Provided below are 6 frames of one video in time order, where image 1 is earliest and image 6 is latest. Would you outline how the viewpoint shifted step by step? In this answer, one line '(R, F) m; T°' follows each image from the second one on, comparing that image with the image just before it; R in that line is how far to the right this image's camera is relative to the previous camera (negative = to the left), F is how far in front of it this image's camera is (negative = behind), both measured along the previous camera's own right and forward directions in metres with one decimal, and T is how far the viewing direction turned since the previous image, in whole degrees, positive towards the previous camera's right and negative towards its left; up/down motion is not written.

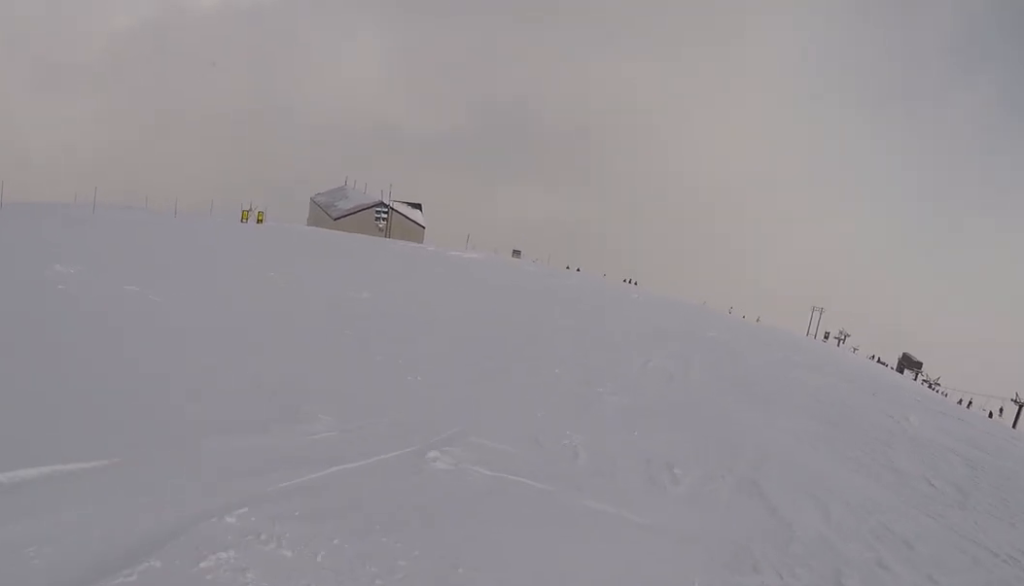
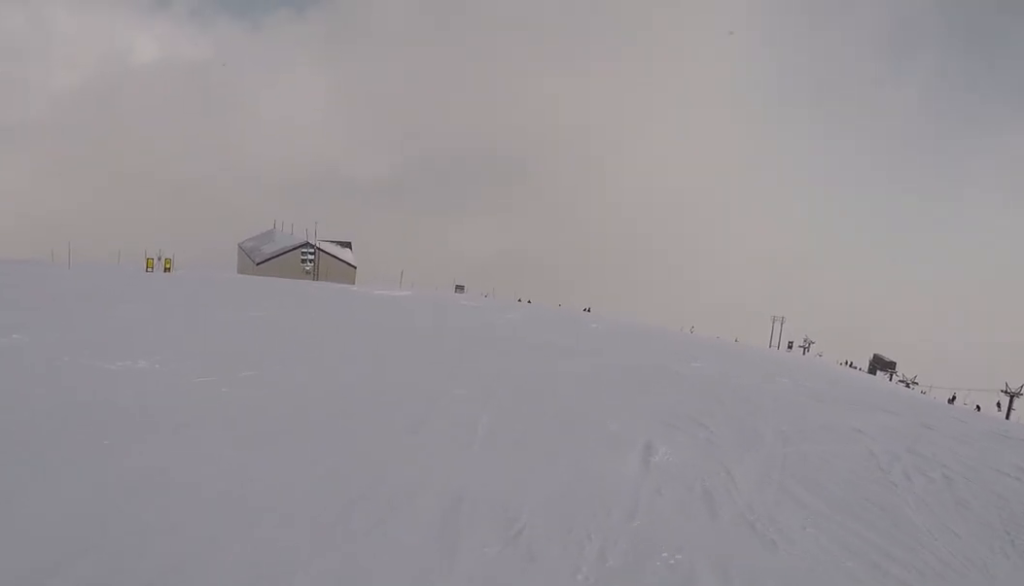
(+0.1, +8.0) m; -1°
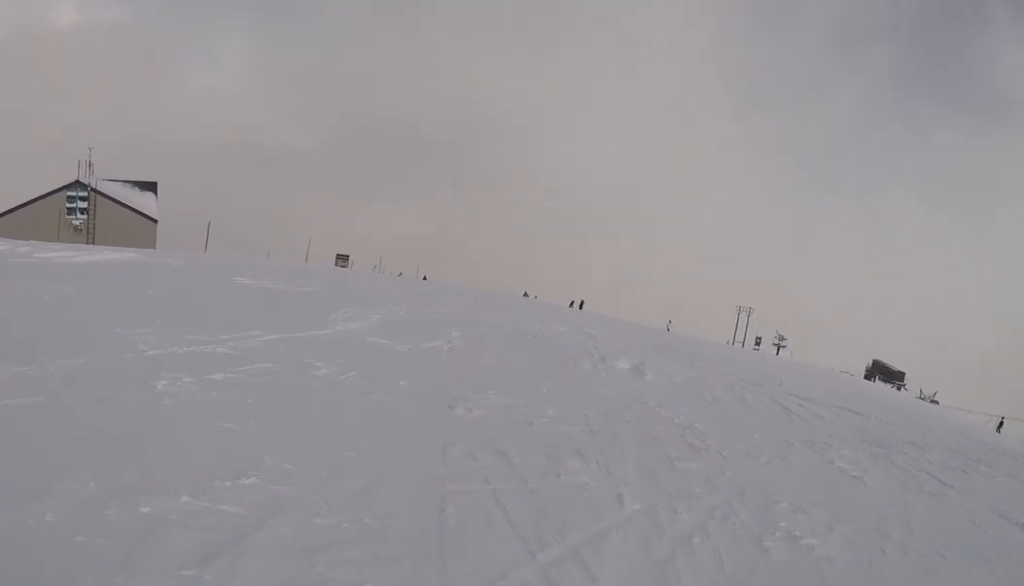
(+0.3, +31.3) m; +2°
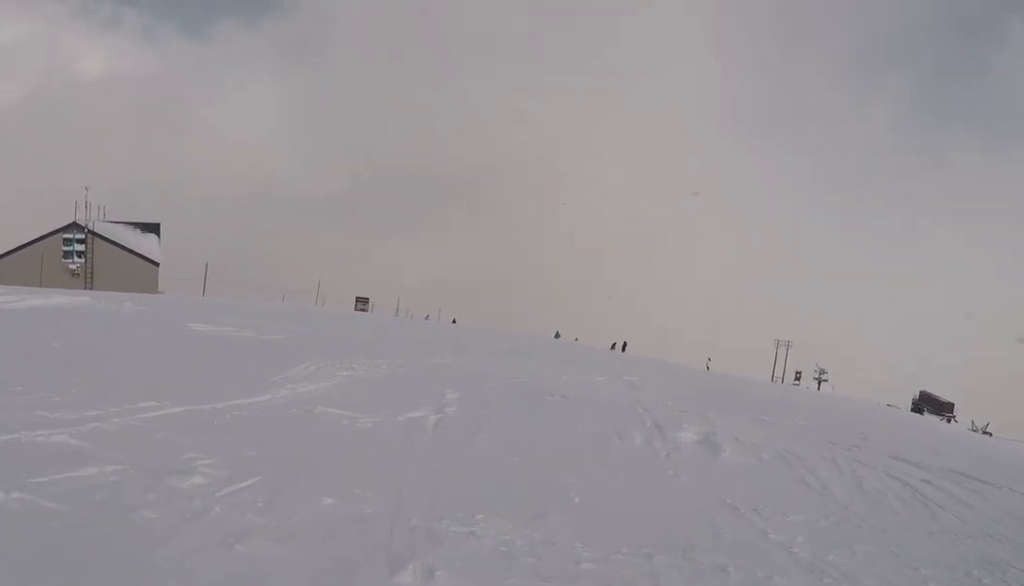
(+0.2, +3.7) m; 0°
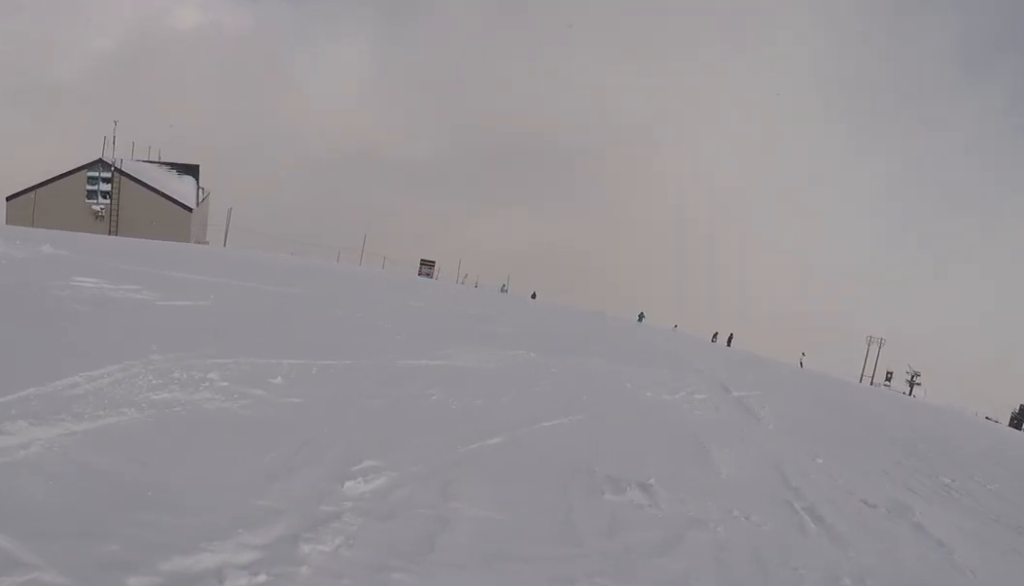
(+1.0, +6.0) m; -1°
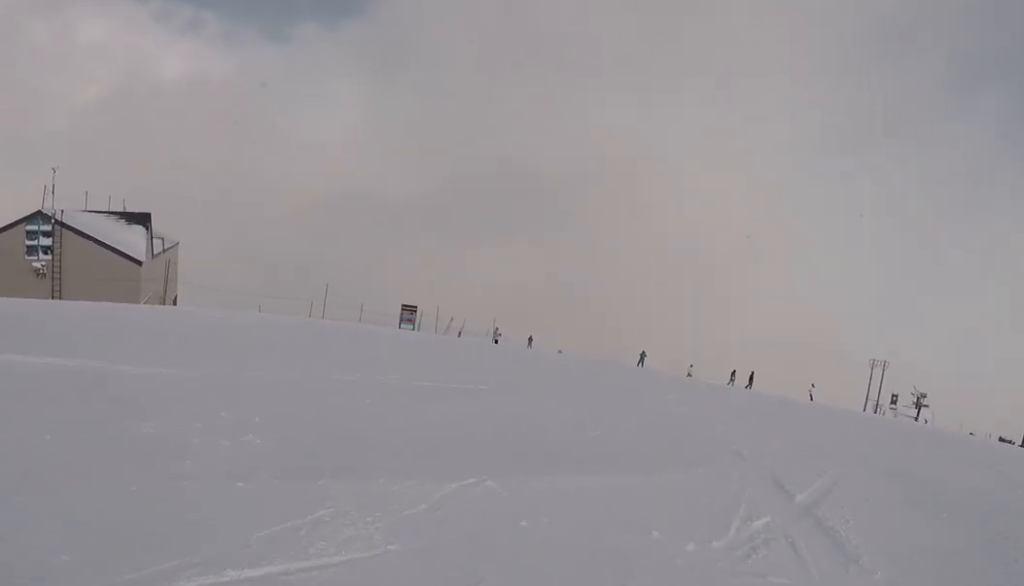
(-0.7, +4.3) m; 0°
